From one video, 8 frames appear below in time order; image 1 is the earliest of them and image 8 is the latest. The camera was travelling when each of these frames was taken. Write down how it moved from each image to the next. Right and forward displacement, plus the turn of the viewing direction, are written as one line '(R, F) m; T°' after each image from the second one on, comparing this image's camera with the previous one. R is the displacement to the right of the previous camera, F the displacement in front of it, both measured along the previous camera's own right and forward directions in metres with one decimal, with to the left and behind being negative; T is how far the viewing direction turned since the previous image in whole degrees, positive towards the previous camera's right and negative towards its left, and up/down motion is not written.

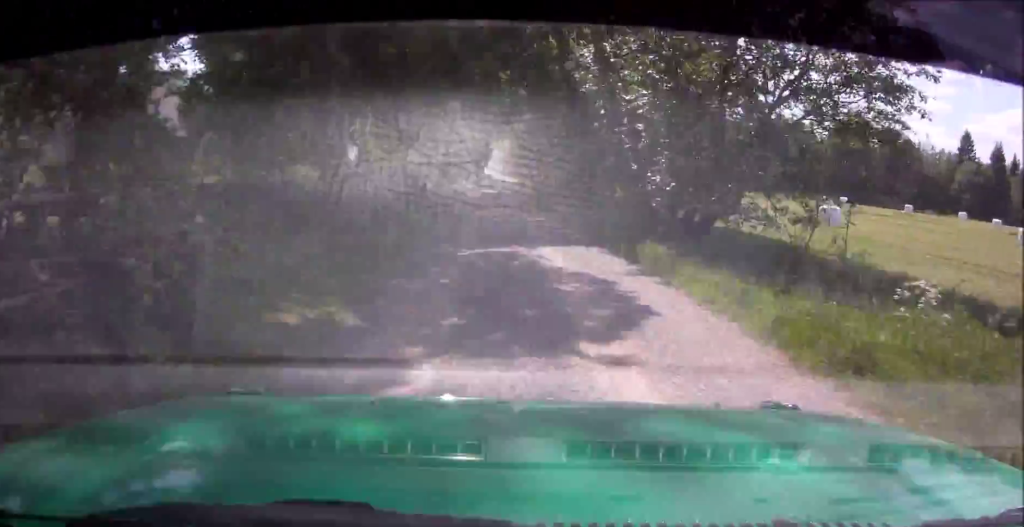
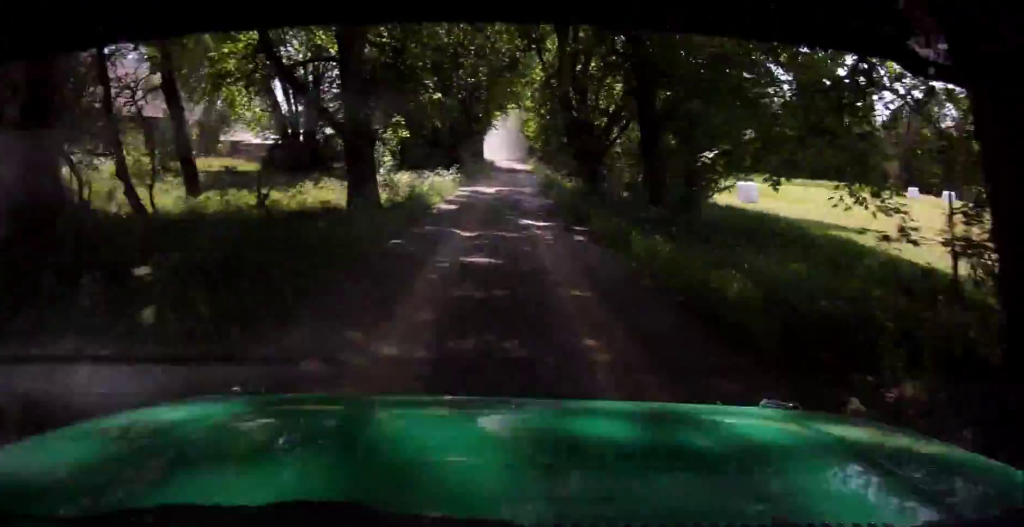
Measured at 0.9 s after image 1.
(-0.3, +29.1) m; -2°
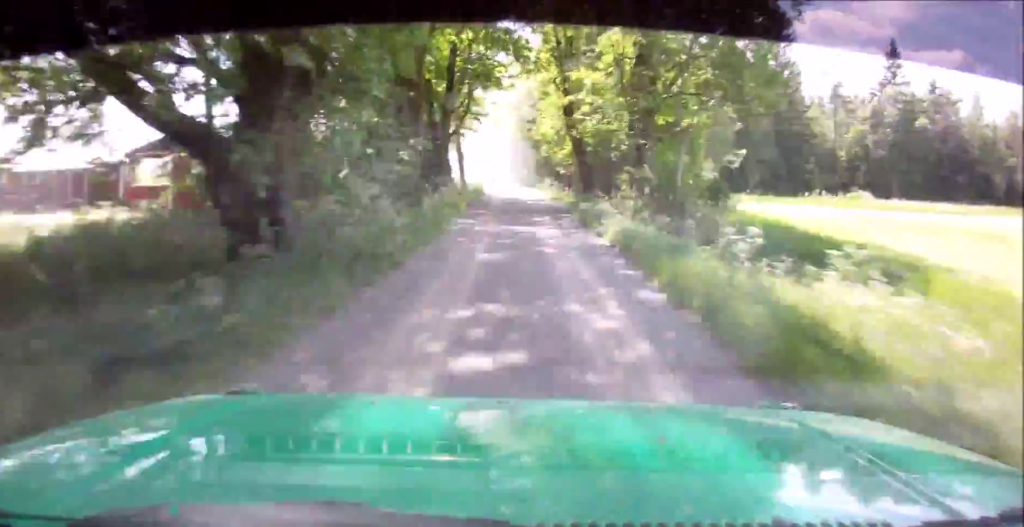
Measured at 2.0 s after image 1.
(-1.1, +38.6) m; -3°
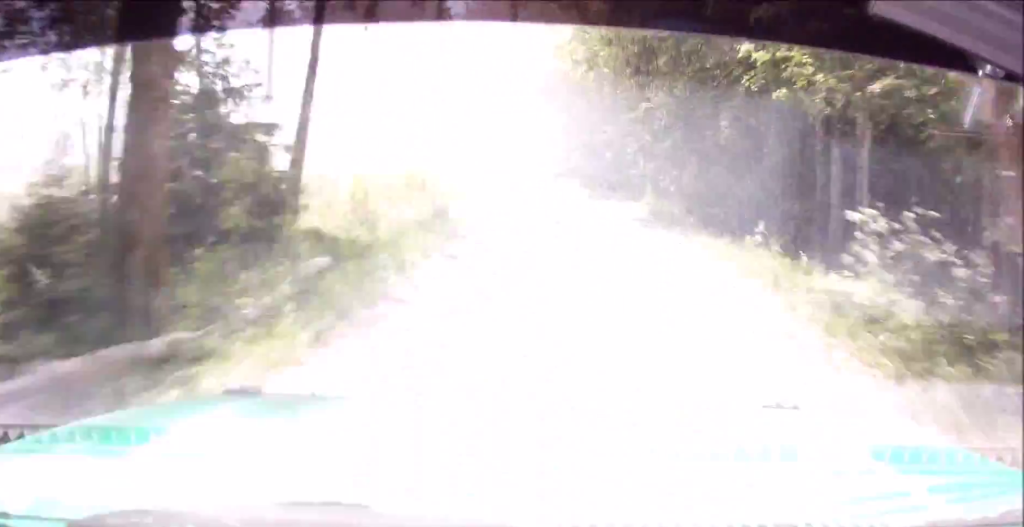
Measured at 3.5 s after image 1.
(-2.7, +45.9) m; -9°
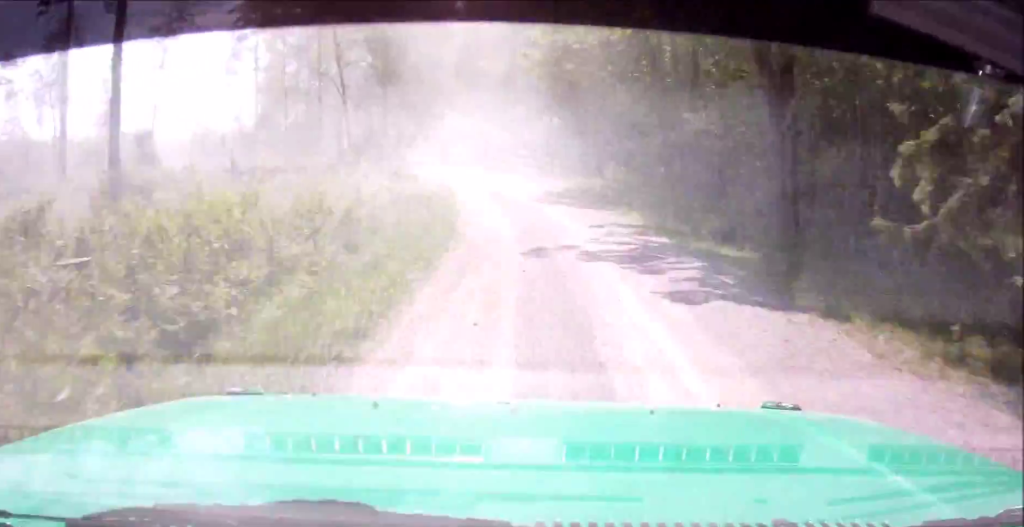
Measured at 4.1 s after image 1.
(-0.6, +17.2) m; -6°
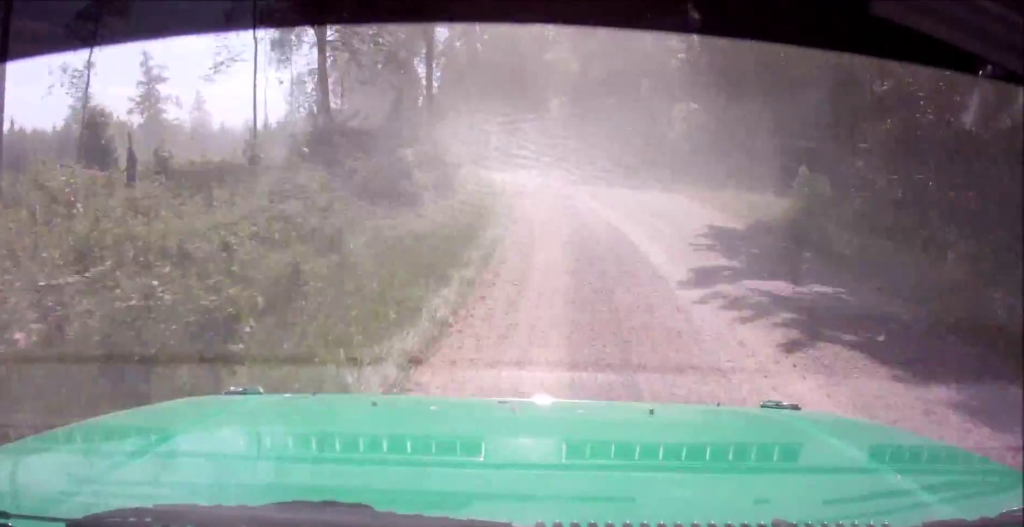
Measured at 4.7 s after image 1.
(-1.6, +19.7) m; -5°
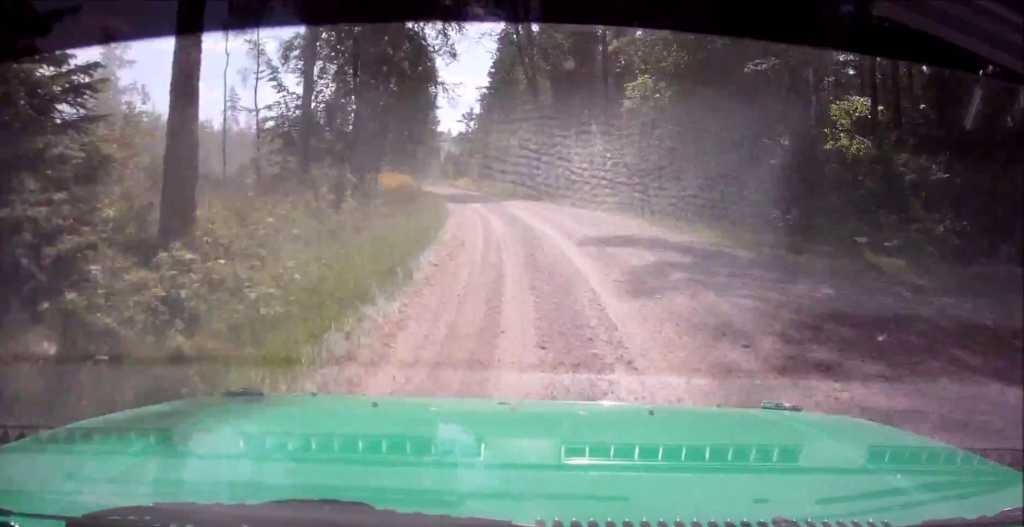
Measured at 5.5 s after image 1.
(-1.3, +23.8) m; -3°
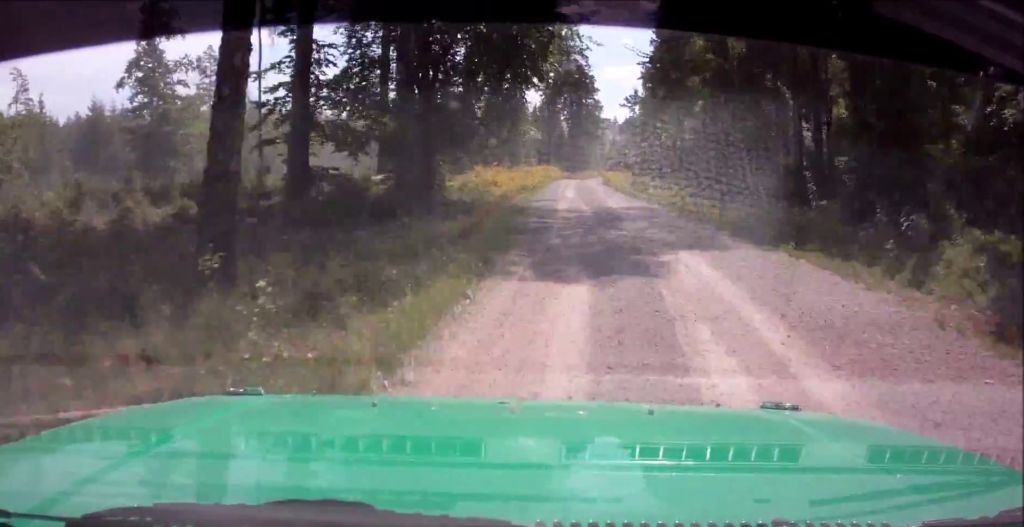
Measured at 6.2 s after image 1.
(0.0, +19.0) m; 0°
